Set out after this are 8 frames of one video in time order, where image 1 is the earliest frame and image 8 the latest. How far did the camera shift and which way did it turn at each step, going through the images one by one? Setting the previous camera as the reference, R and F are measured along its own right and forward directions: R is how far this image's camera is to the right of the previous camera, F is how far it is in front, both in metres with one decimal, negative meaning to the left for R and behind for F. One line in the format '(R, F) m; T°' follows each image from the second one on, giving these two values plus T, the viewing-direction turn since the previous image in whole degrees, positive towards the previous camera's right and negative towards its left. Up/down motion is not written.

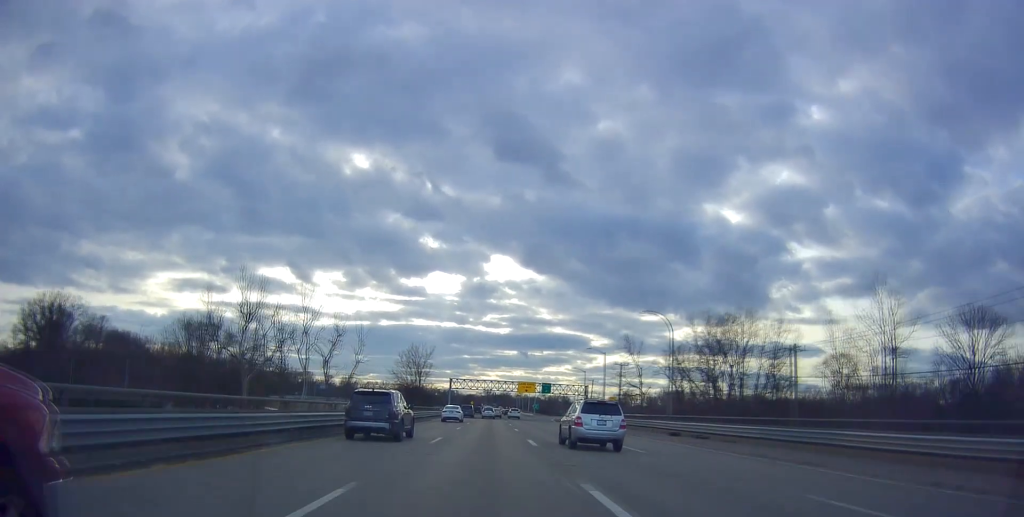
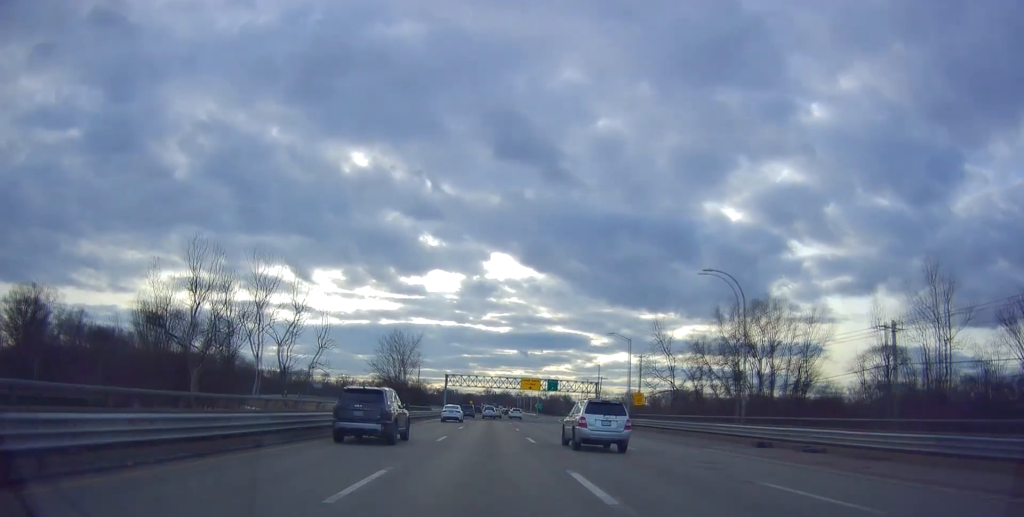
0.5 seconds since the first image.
(+0.1, +13.2) m; +1°
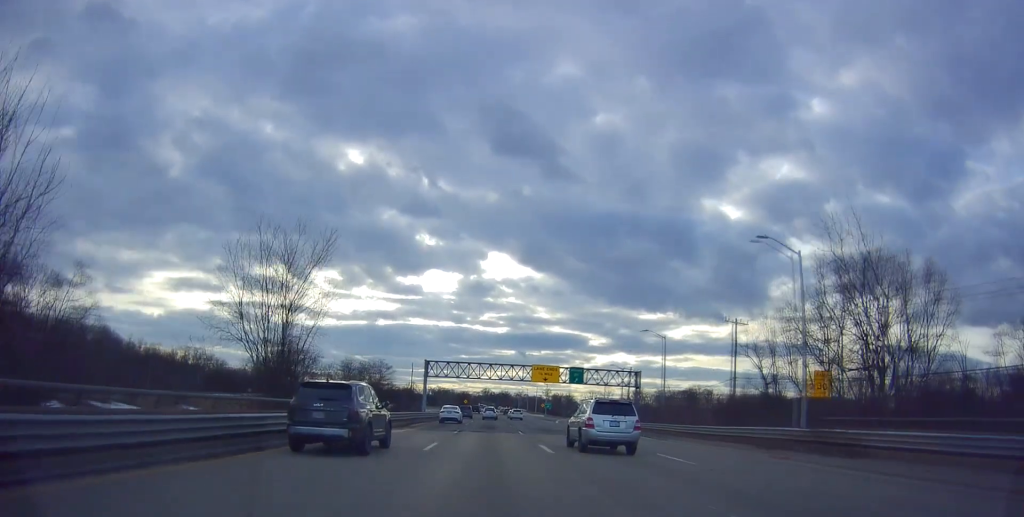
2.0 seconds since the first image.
(+0.6, +35.3) m; +1°
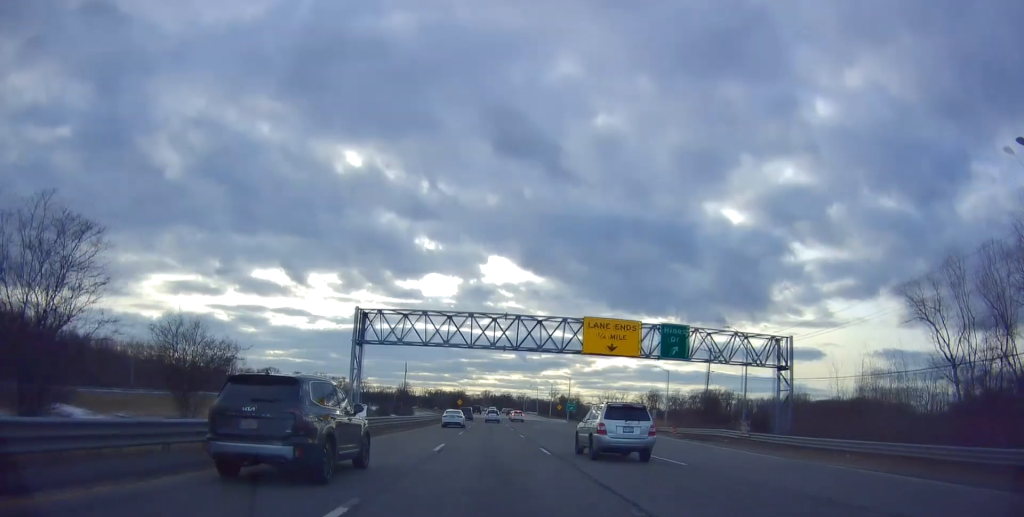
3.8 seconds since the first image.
(-0.9, +45.3) m; 0°
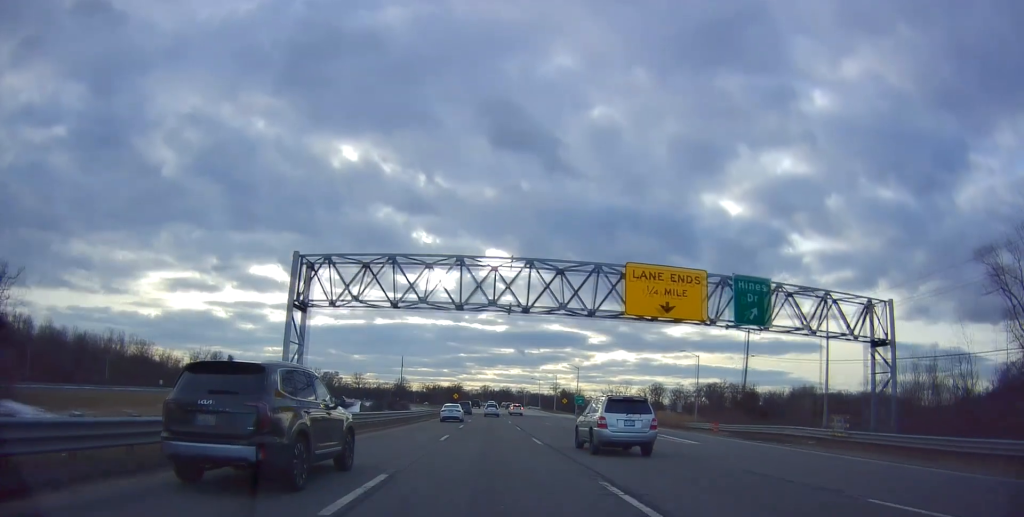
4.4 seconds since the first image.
(+0.1, +12.9) m; 0°
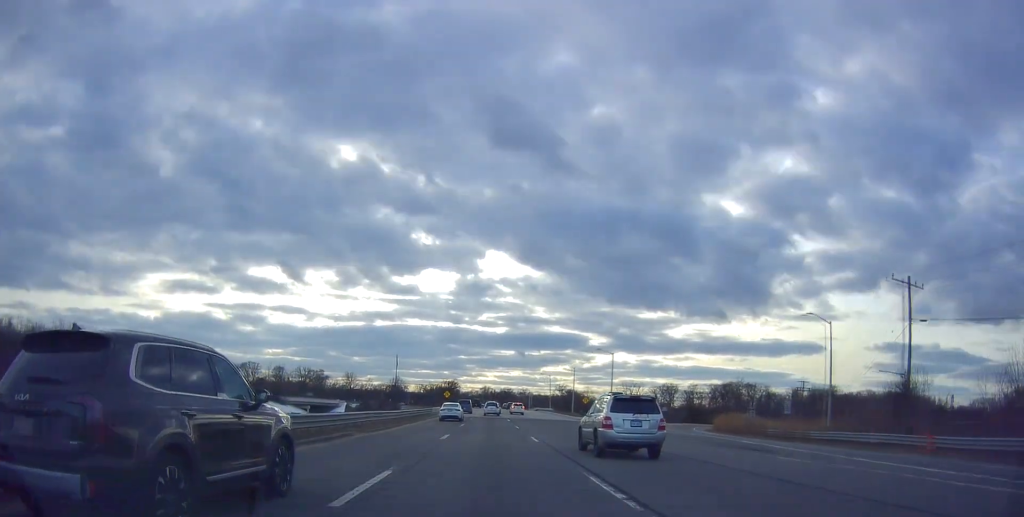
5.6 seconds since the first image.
(+0.1, +30.1) m; -1°
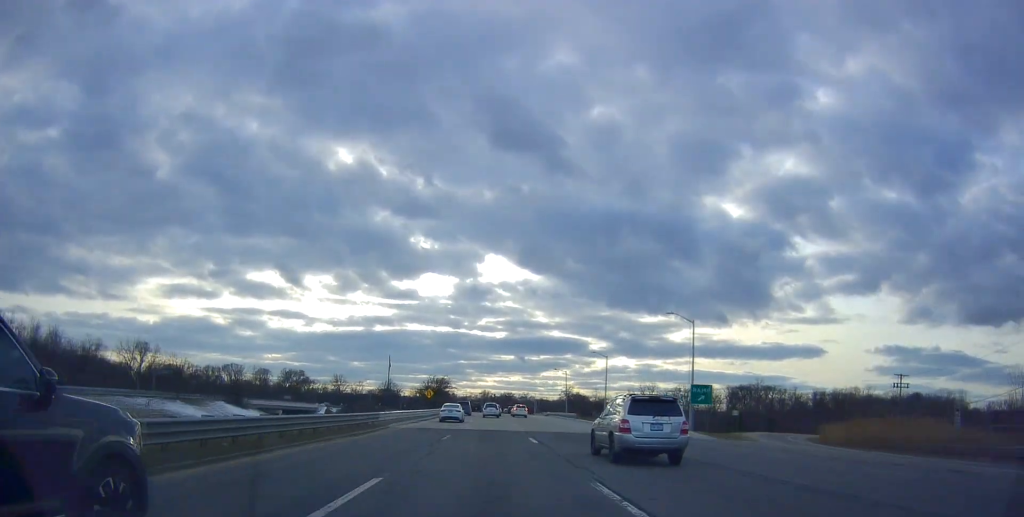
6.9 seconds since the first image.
(-0.3, +31.8) m; 0°
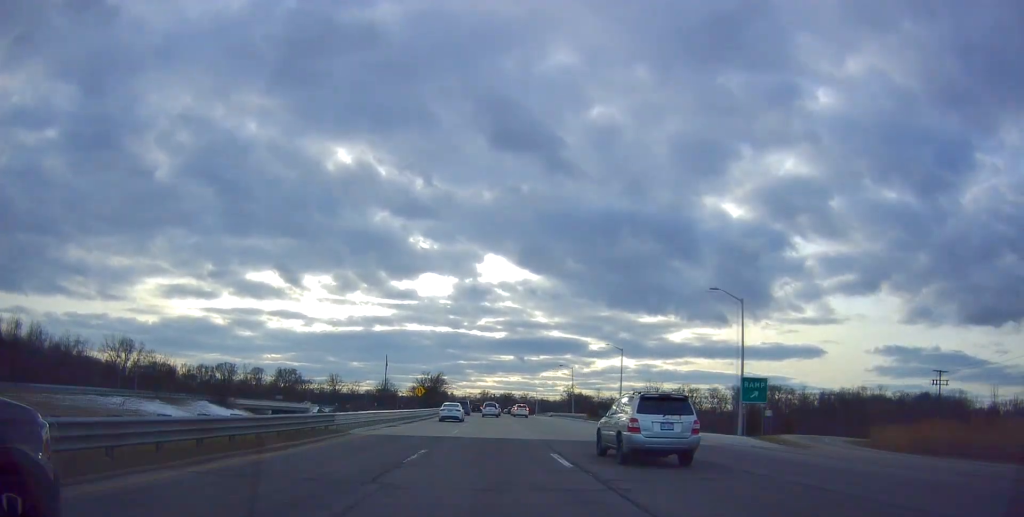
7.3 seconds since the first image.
(0.0, +9.8) m; 0°
